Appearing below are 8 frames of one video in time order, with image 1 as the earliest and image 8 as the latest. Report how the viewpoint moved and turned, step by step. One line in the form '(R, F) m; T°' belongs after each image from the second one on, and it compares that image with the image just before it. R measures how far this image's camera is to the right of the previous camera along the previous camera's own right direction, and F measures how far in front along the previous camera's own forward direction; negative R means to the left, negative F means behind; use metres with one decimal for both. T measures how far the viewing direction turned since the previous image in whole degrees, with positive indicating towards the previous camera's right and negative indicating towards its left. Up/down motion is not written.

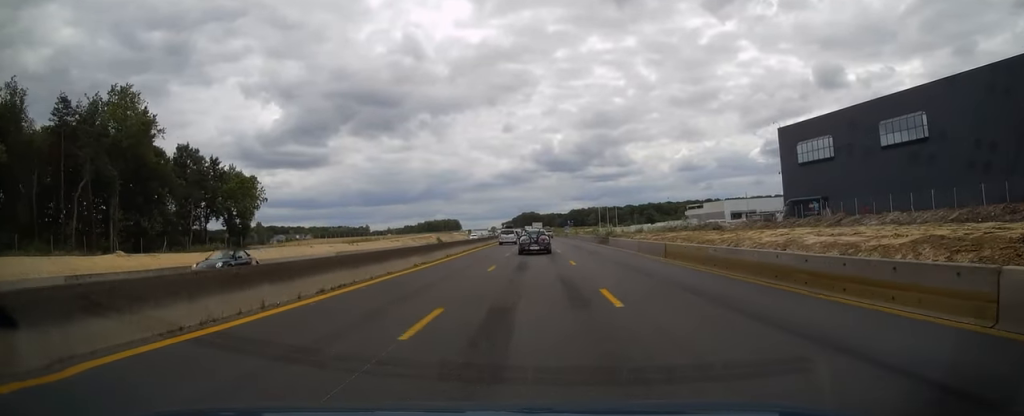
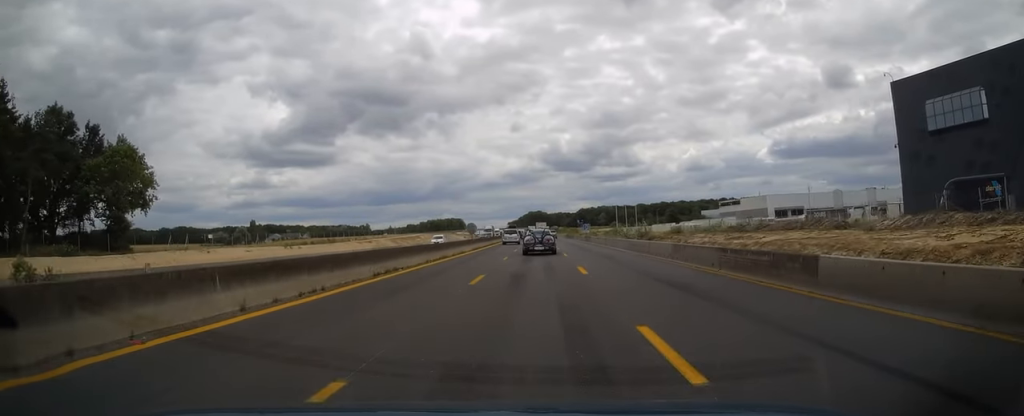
(-0.1, +31.3) m; -1°
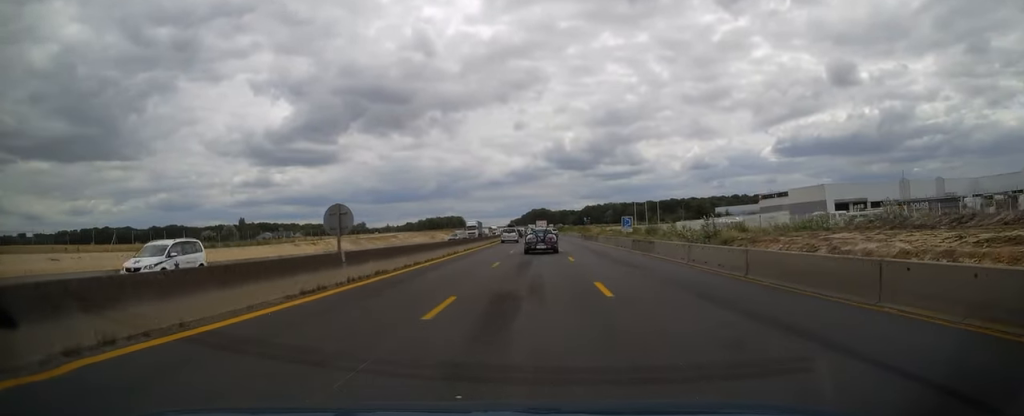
(-0.2, +32.3) m; 0°
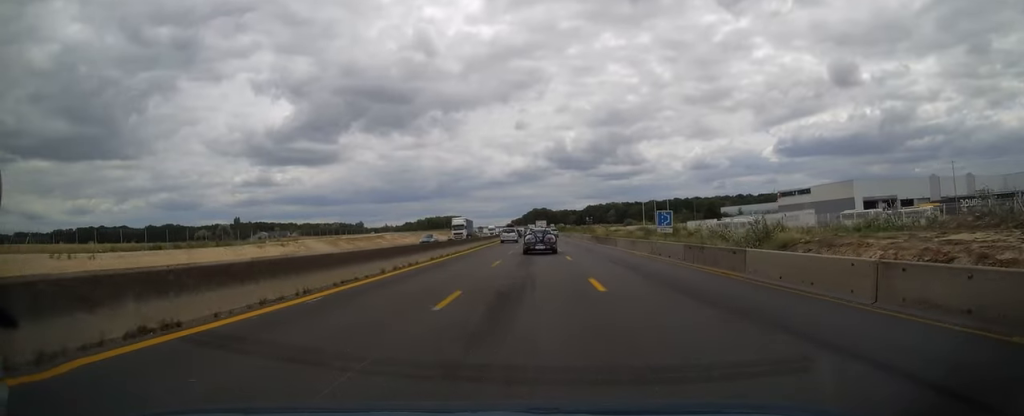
(0.0, +11.9) m; 0°
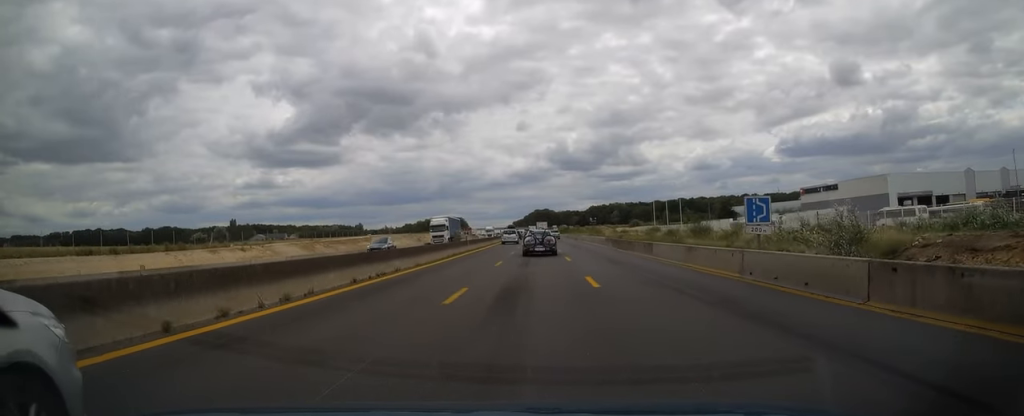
(0.0, +11.9) m; 0°
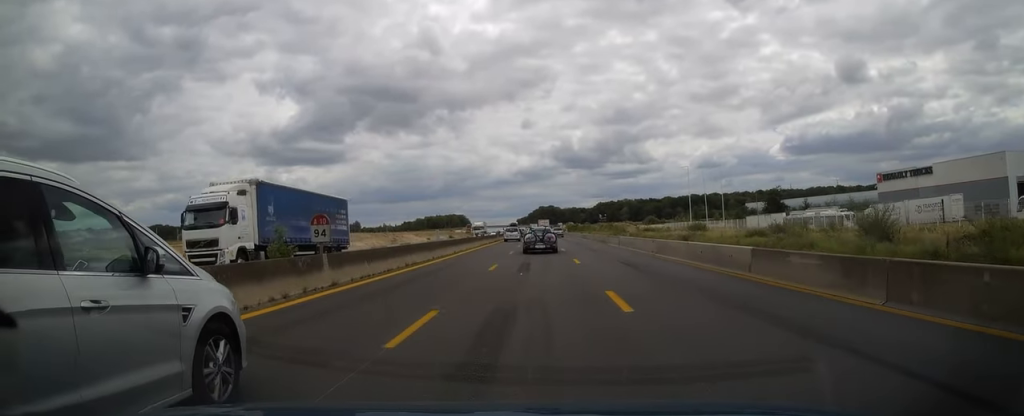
(-0.2, +30.5) m; 0°
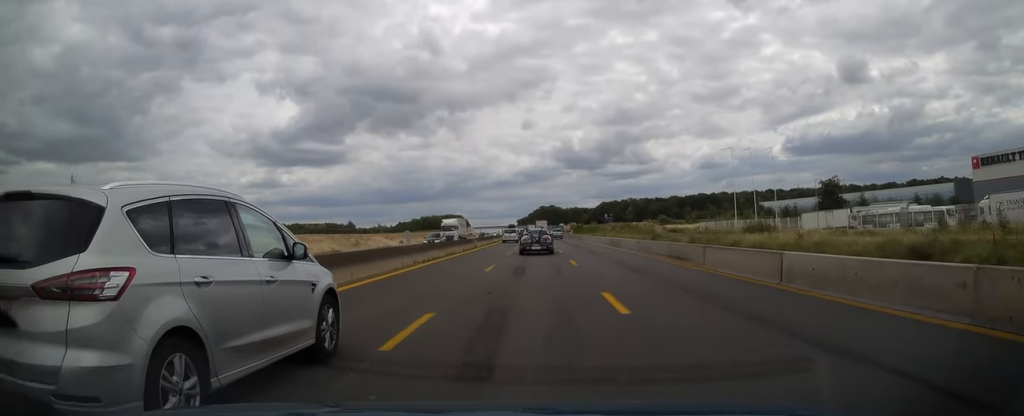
(0.0, +26.1) m; 0°
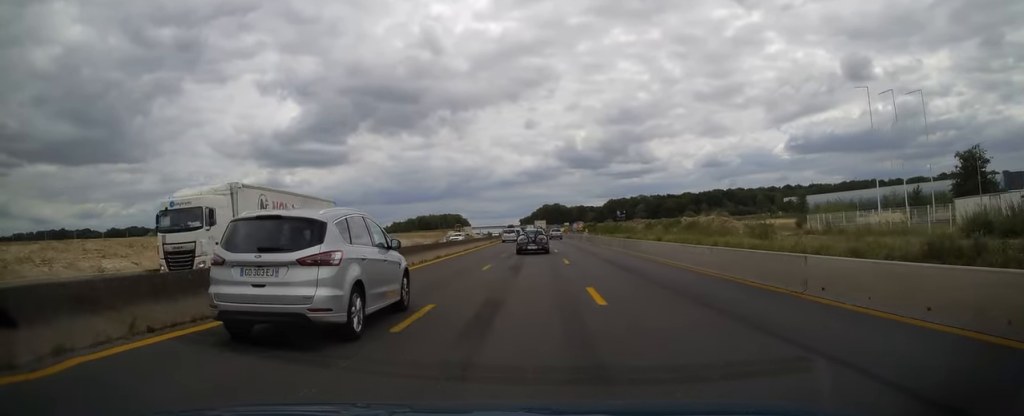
(-0.2, +37.9) m; 0°
